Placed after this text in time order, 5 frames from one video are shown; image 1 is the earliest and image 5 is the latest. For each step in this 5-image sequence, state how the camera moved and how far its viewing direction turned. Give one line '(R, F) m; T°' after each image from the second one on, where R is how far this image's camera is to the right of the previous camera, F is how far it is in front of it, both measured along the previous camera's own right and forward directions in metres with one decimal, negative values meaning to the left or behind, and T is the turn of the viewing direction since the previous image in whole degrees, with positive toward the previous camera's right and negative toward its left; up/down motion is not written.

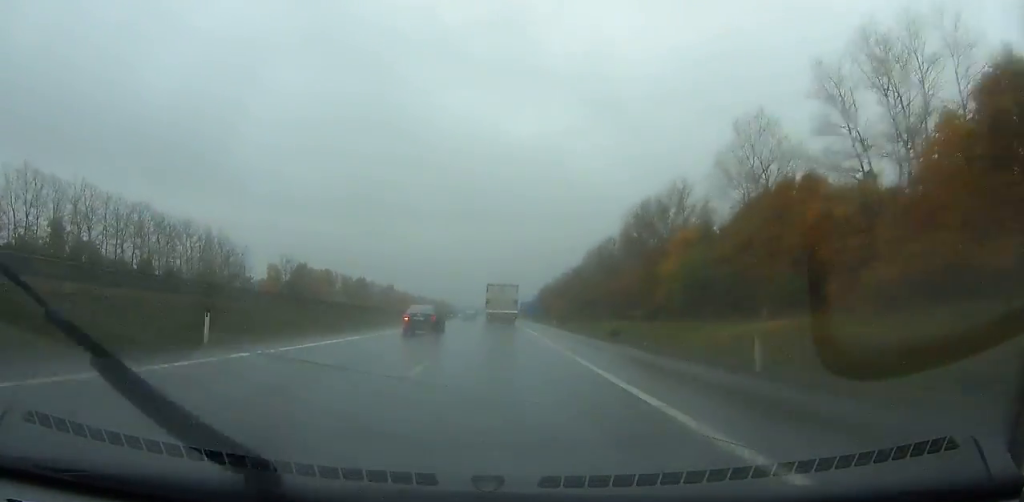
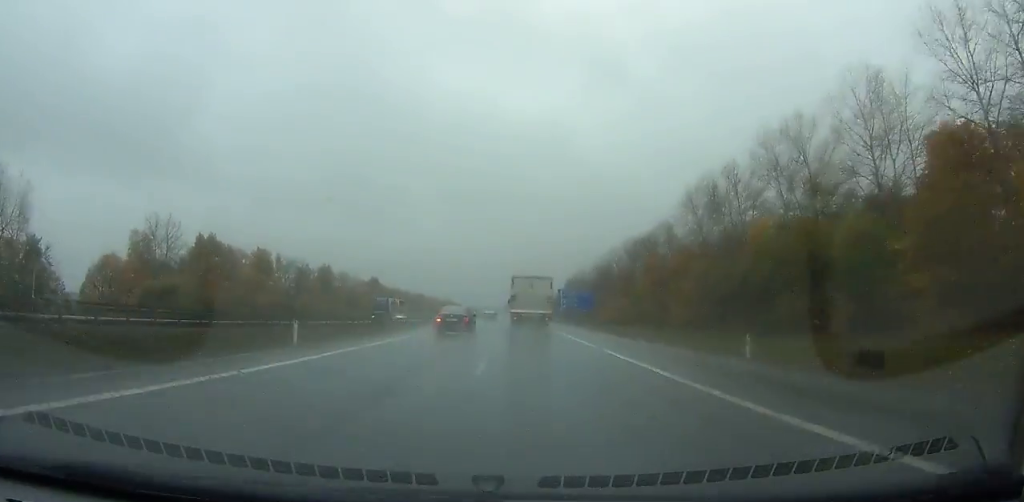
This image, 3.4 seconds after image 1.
(-0.3, +96.6) m; 0°
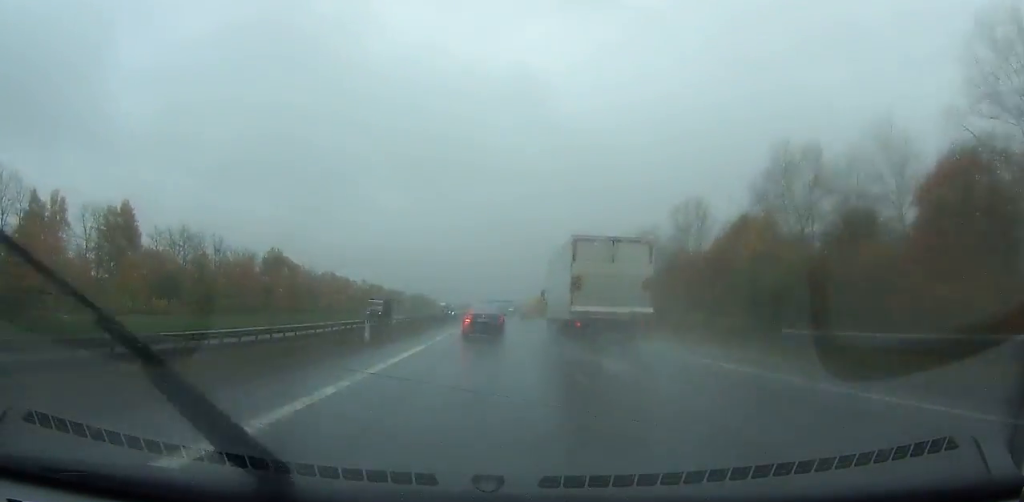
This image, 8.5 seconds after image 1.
(+0.2, +141.2) m; +1°
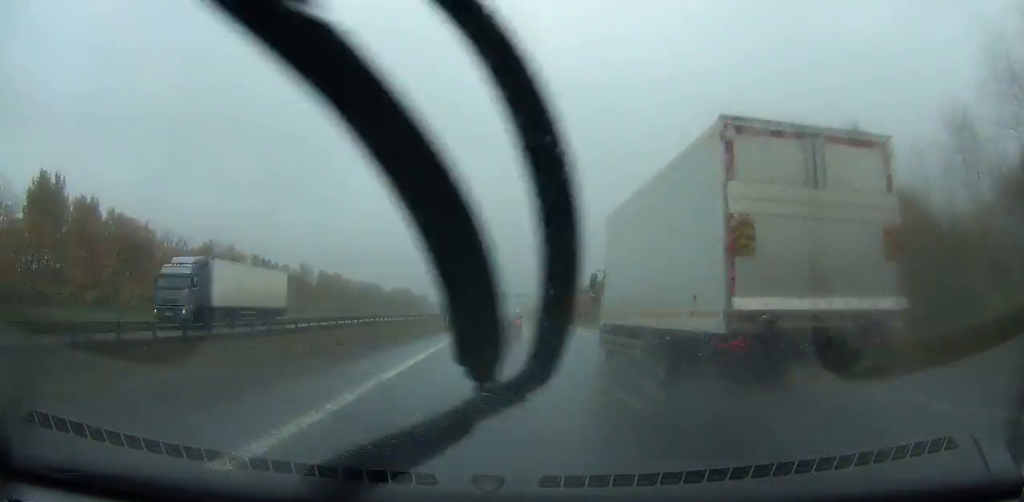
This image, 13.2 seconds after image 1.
(+0.5, +125.1) m; 0°
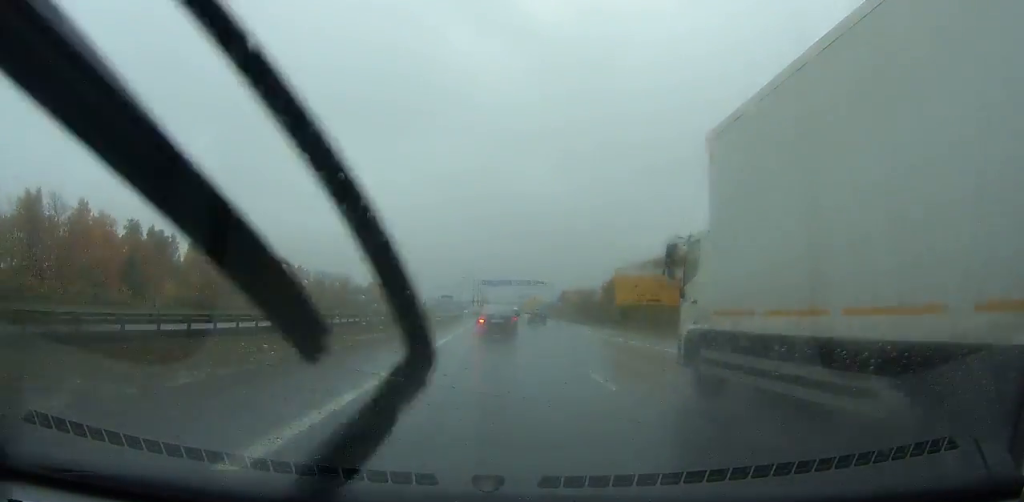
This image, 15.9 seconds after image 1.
(-0.1, +69.4) m; 0°
